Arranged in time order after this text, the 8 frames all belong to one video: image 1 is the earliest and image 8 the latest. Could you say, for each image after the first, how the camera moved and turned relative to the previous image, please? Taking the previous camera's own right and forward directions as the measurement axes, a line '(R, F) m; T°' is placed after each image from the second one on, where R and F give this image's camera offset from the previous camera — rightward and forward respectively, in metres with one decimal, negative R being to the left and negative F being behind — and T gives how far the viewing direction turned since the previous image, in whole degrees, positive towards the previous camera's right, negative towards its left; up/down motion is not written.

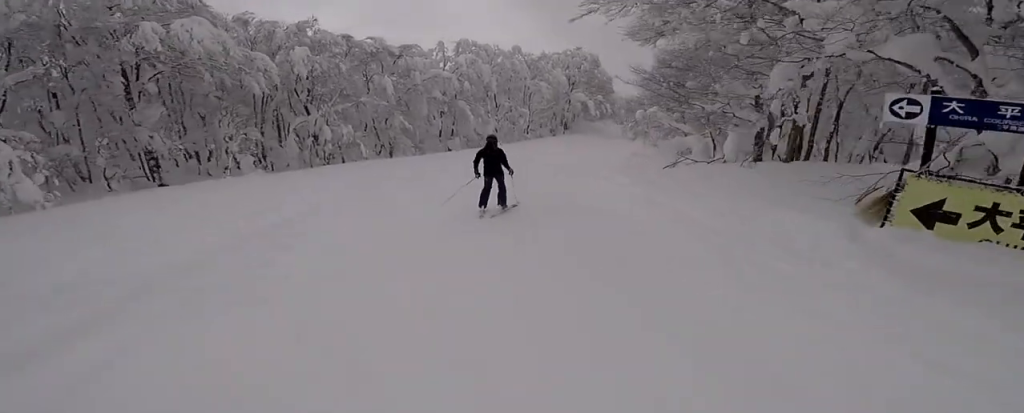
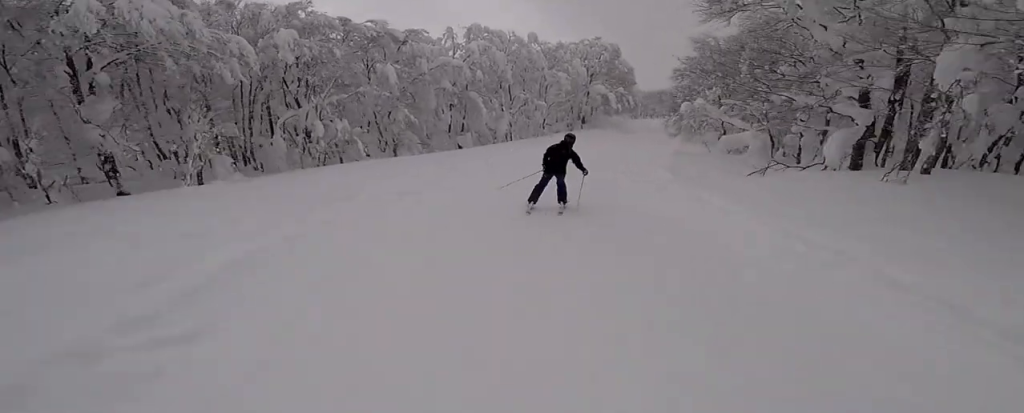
(0.0, +3.3) m; 0°
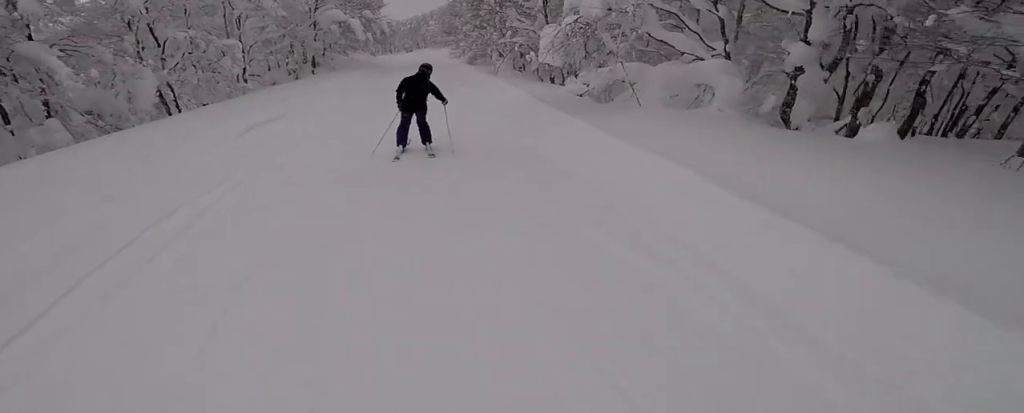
(+0.5, +12.6) m; +17°
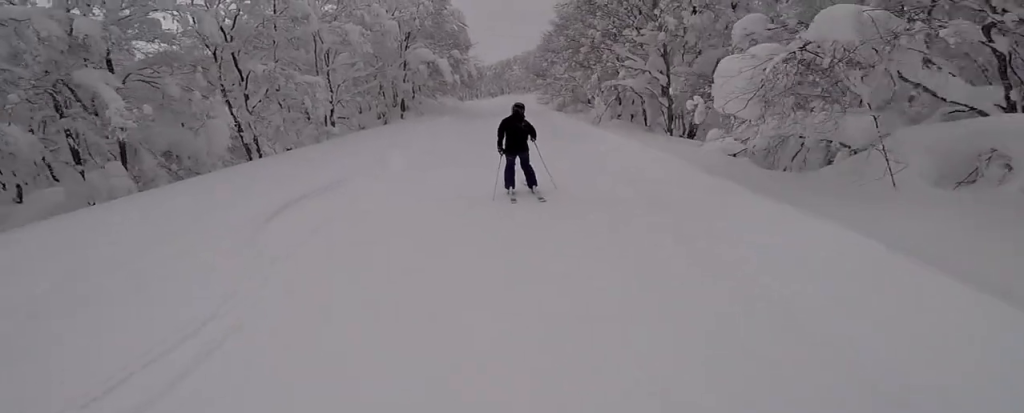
(+0.6, +3.5) m; +1°
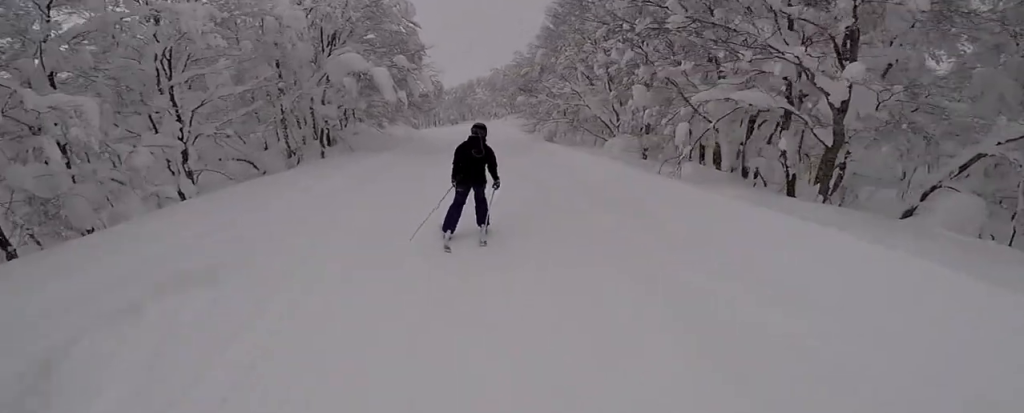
(-0.7, +8.3) m; -1°
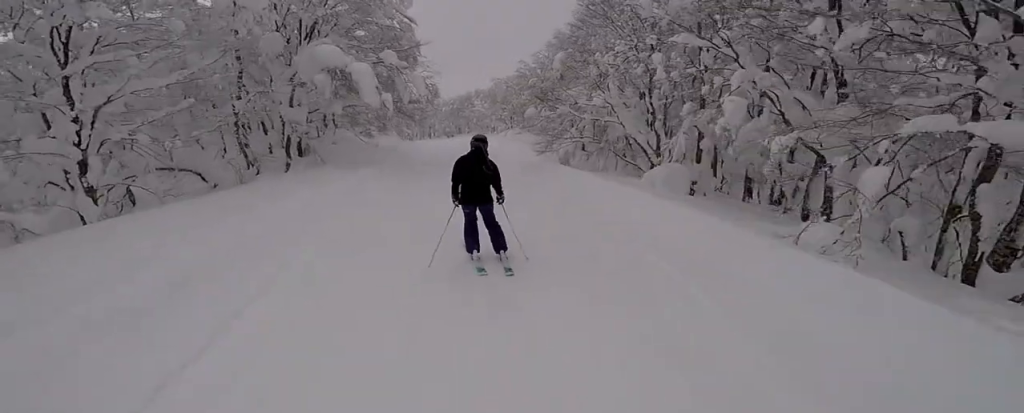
(+0.6, +3.8) m; +8°
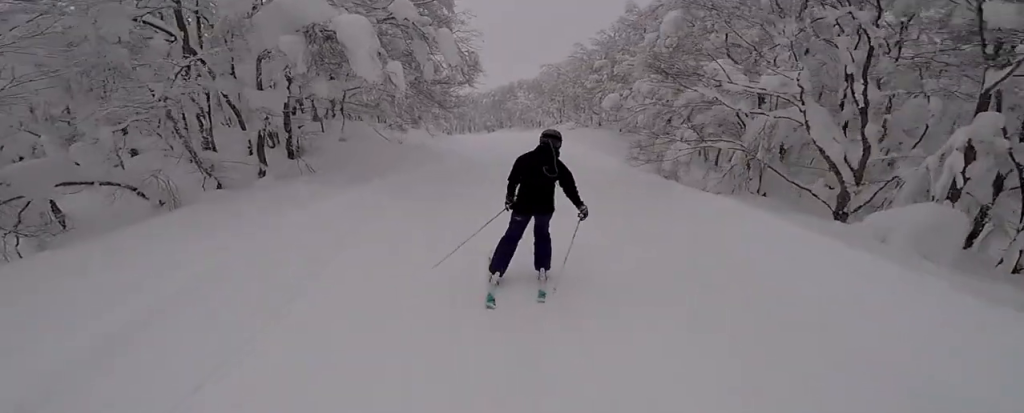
(+0.7, +5.8) m; -1°
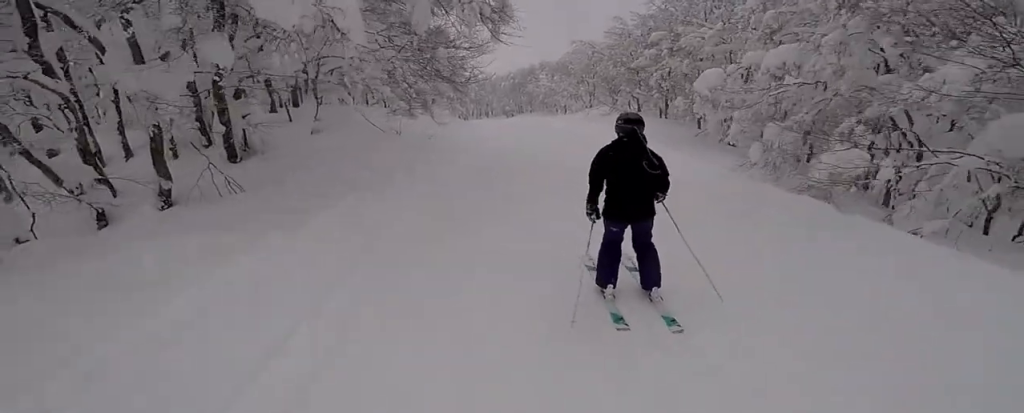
(-0.4, +4.4) m; -8°
